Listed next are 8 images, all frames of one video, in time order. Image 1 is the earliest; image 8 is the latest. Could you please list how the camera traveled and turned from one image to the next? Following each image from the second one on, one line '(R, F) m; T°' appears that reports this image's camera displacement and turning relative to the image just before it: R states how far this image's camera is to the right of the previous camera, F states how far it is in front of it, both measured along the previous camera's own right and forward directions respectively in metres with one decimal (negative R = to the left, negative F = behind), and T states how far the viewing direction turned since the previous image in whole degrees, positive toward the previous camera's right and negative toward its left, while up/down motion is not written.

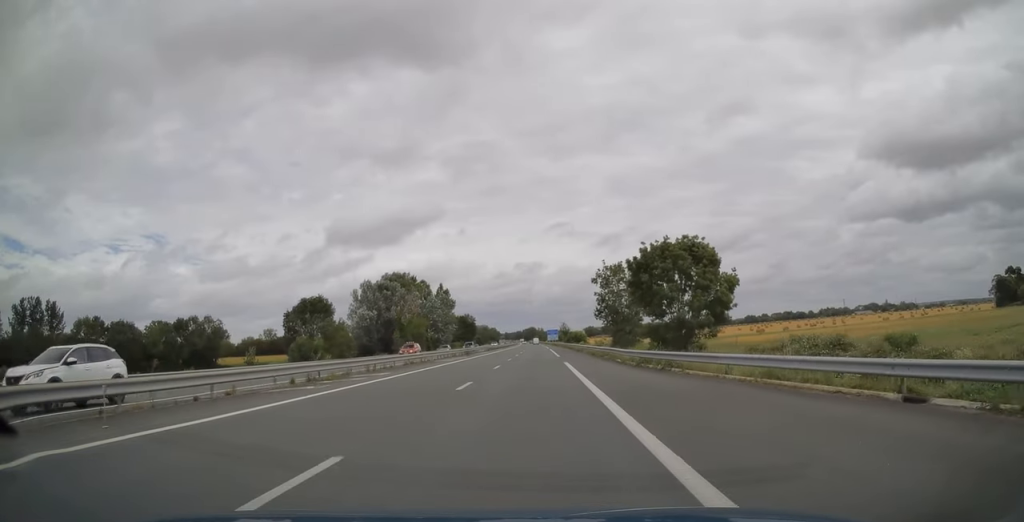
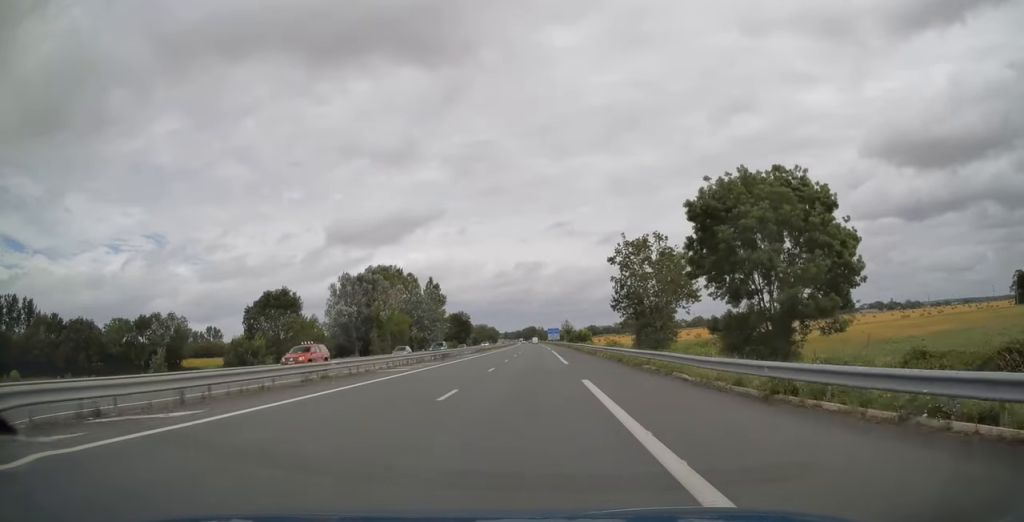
(-0.1, +16.2) m; 0°
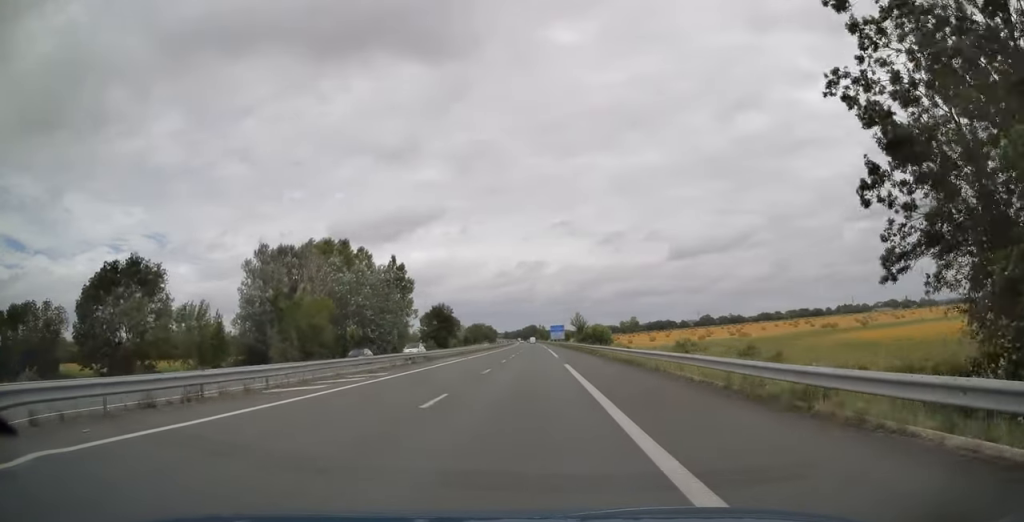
(+0.2, +40.4) m; 0°
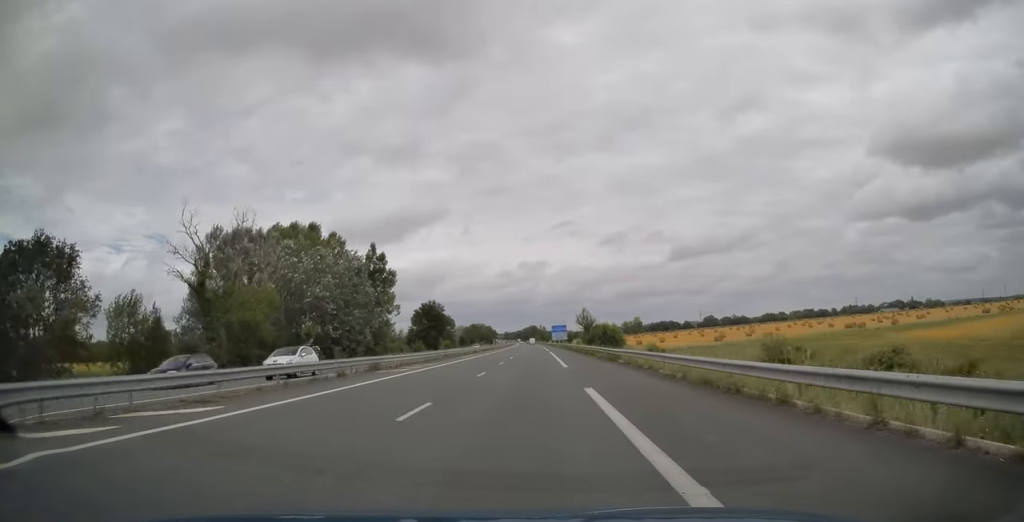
(-0.1, +15.0) m; 0°
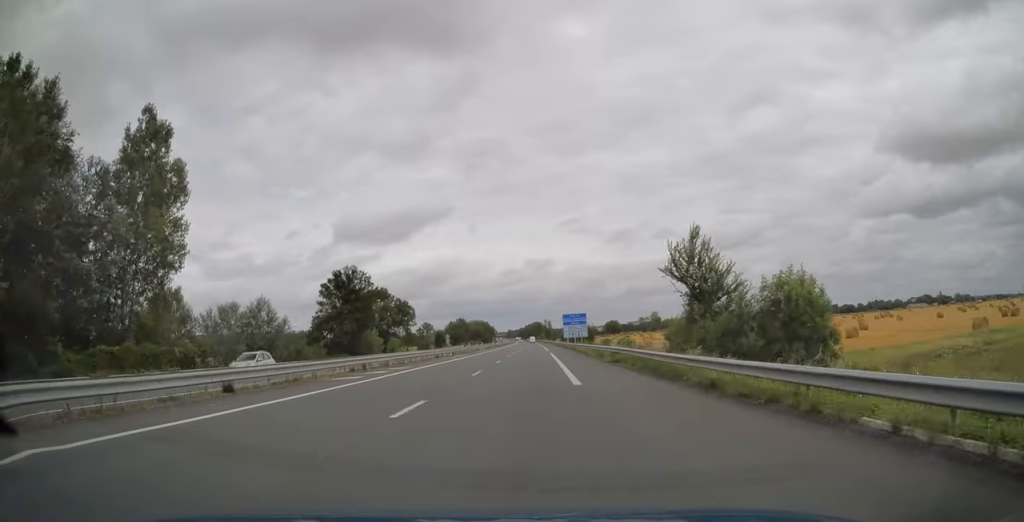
(-0.5, +64.4) m; -1°
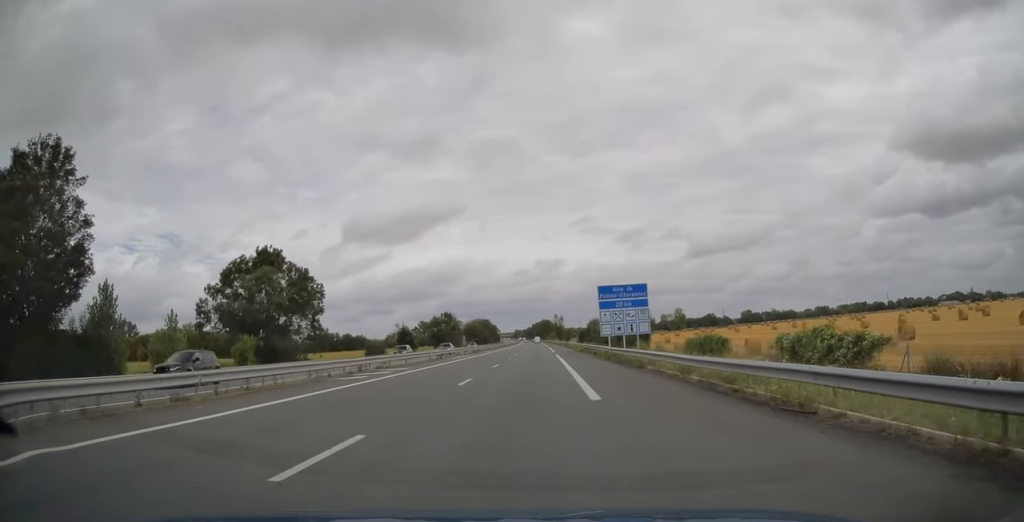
(-0.3, +56.9) m; -1°
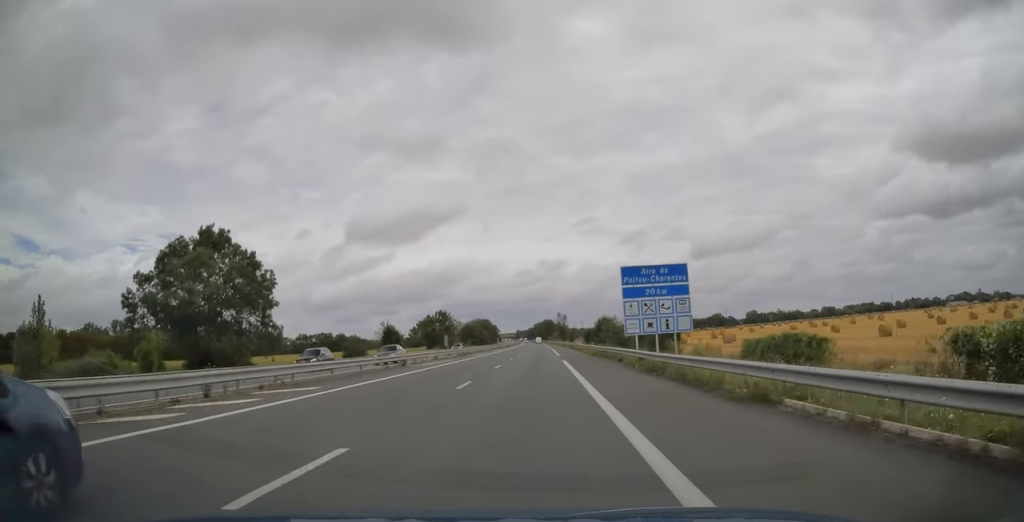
(0.0, +13.9) m; 0°
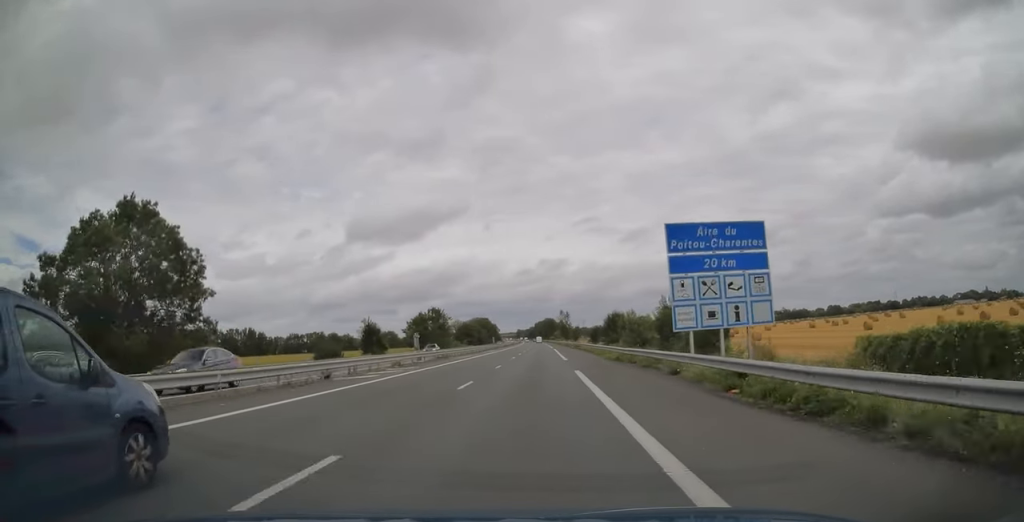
(0.0, +13.4) m; 0°
